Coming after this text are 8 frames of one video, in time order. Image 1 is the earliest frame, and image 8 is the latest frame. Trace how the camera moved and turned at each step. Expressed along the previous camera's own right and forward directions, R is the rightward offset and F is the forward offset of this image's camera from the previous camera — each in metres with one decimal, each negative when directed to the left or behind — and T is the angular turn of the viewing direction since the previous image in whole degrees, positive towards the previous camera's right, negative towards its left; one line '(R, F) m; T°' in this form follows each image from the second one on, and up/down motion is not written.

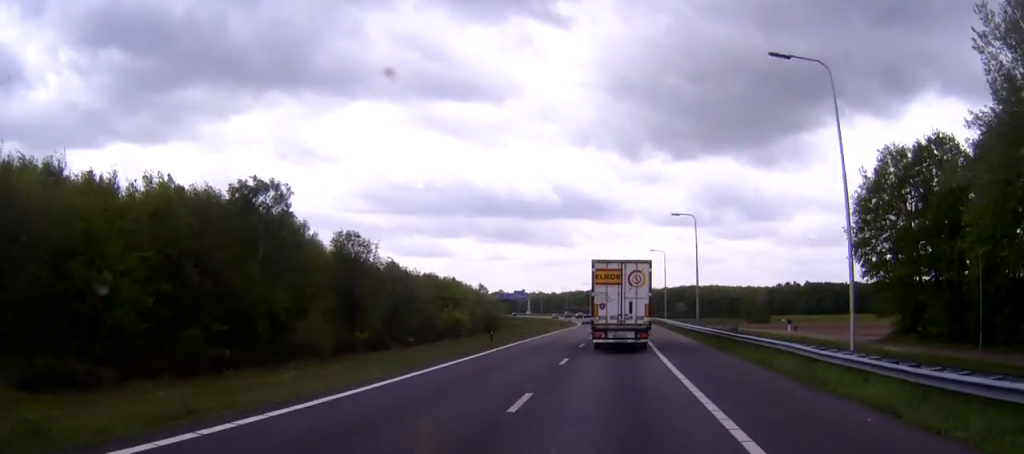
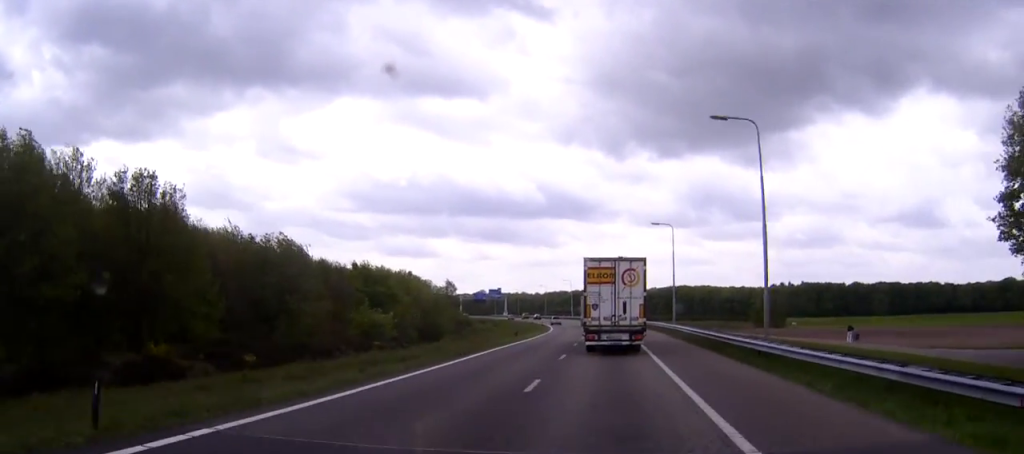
(+0.2, +31.2) m; 0°
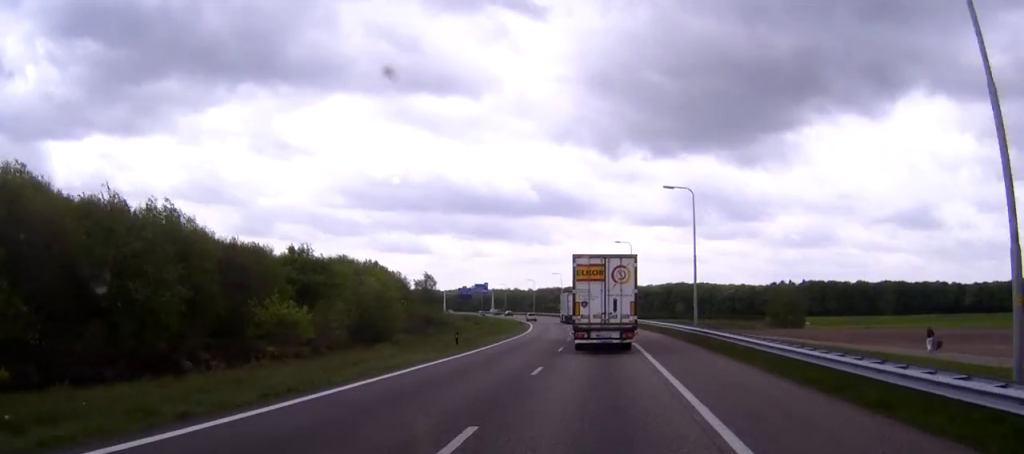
(-0.1, +20.7) m; 0°
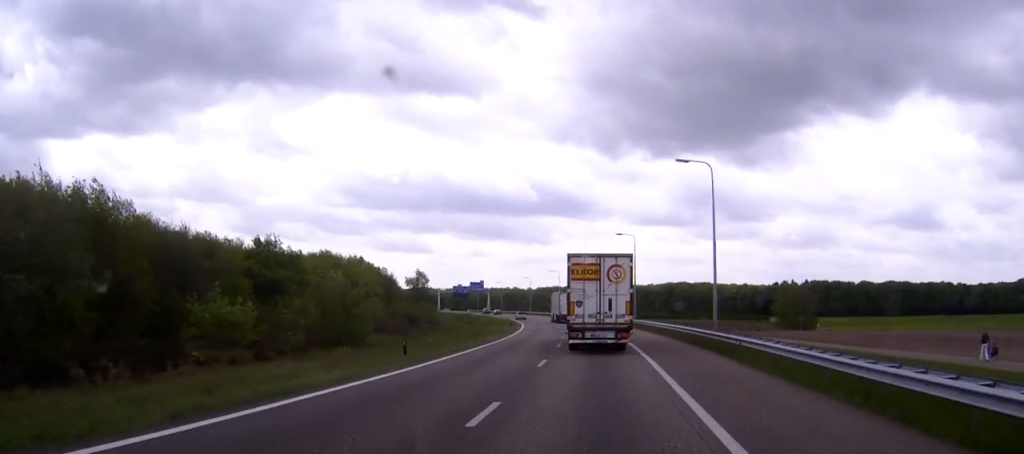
(0.0, +9.1) m; 0°
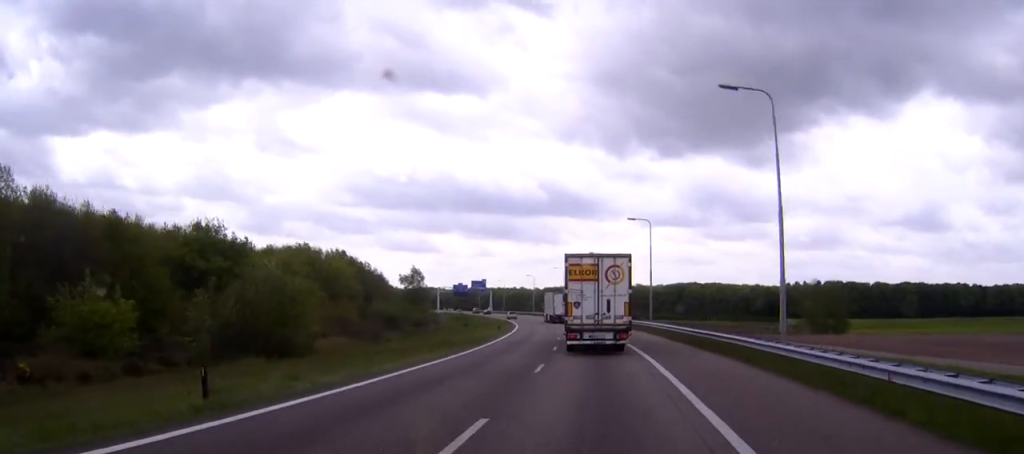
(0.0, +14.4) m; 0°
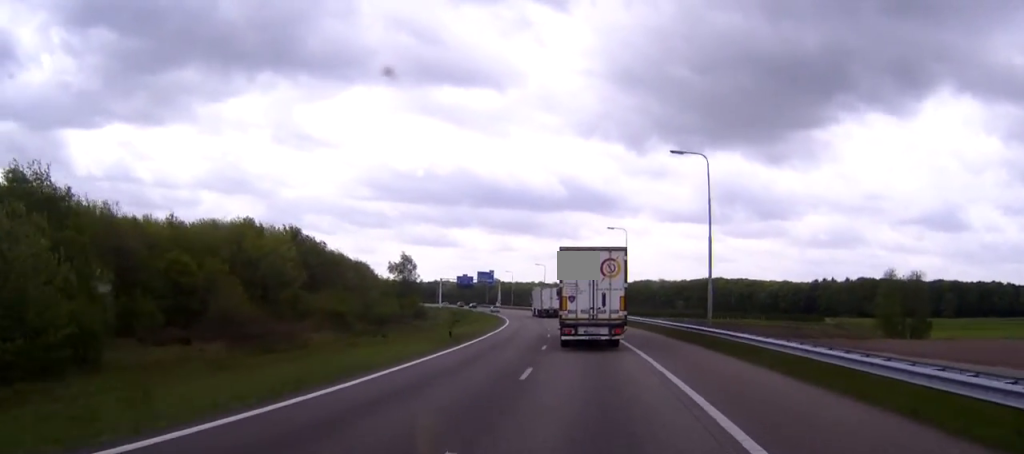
(-0.2, +27.3) m; -1°
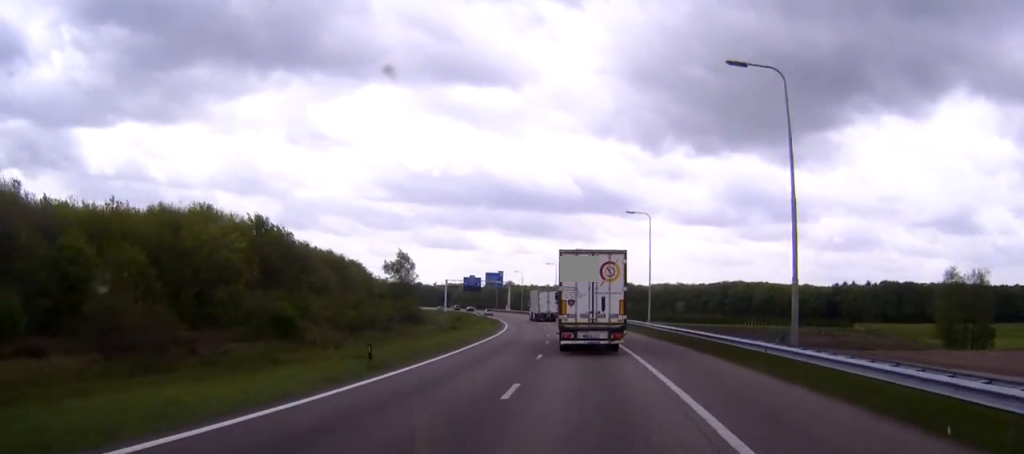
(+0.1, +15.2) m; -1°
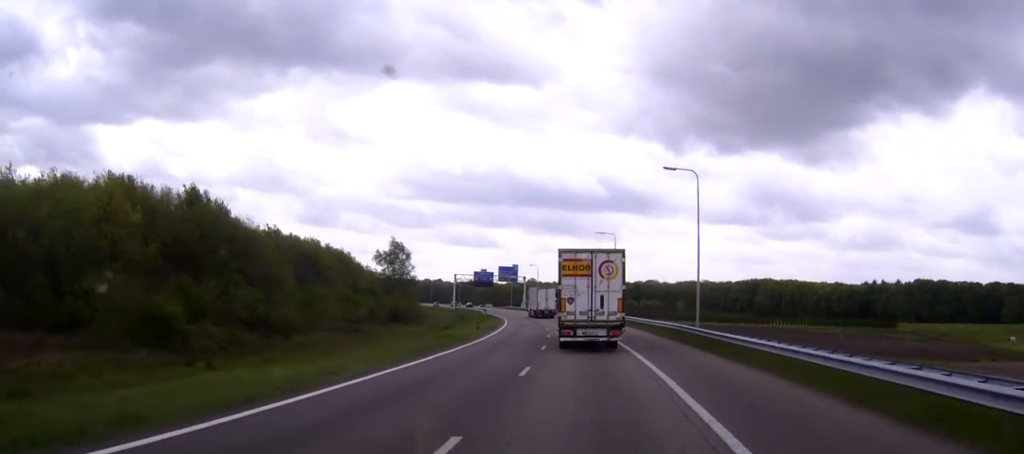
(-0.4, +20.0) m; -2°
